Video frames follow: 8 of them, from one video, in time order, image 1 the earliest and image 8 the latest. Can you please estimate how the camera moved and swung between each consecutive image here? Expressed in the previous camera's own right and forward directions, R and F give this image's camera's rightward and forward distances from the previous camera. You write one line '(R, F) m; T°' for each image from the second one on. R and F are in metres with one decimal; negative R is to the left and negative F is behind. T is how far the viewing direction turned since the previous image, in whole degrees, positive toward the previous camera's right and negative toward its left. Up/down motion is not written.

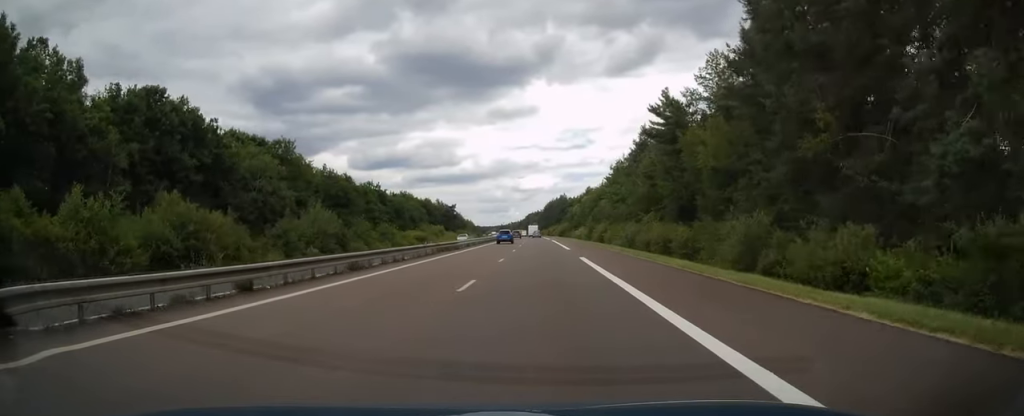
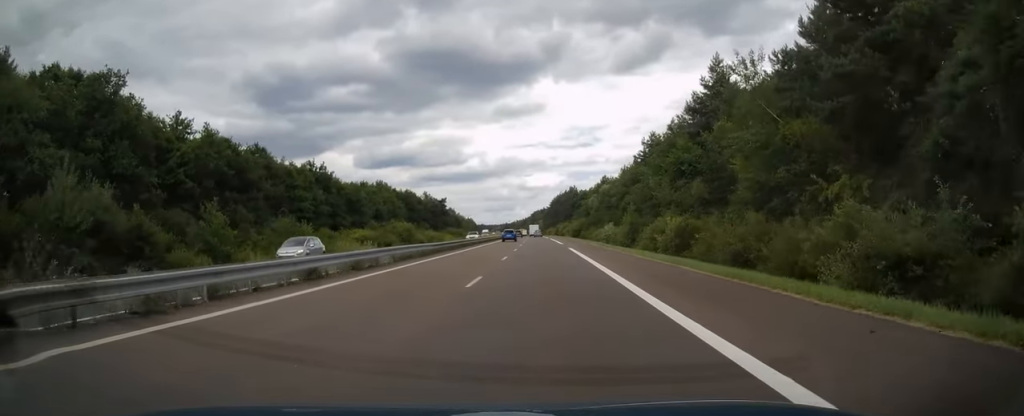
(-0.1, +38.2) m; 0°
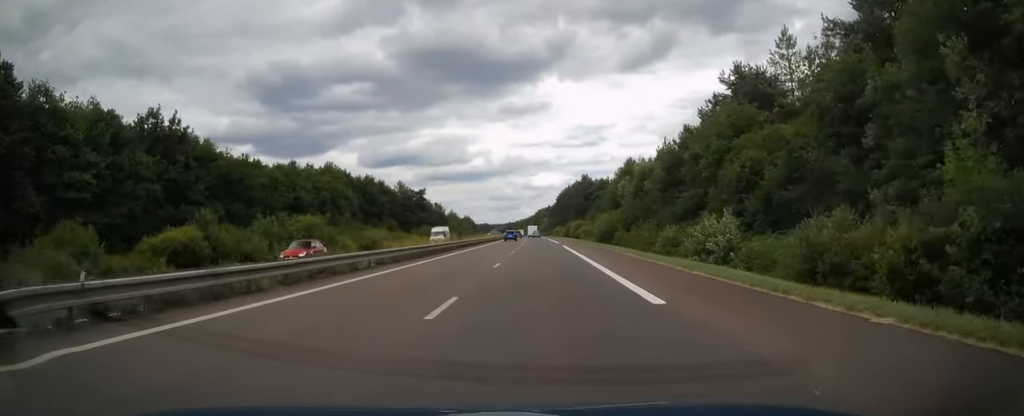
(-0.2, +44.1) m; 0°
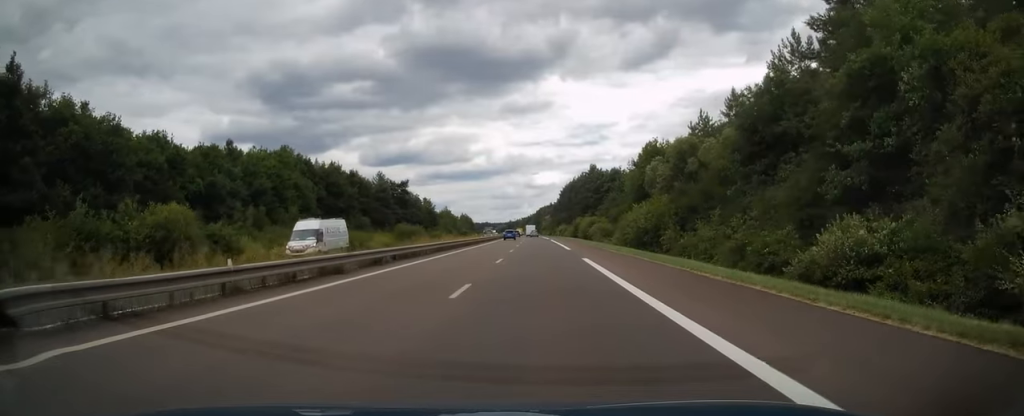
(0.0, +23.0) m; 0°
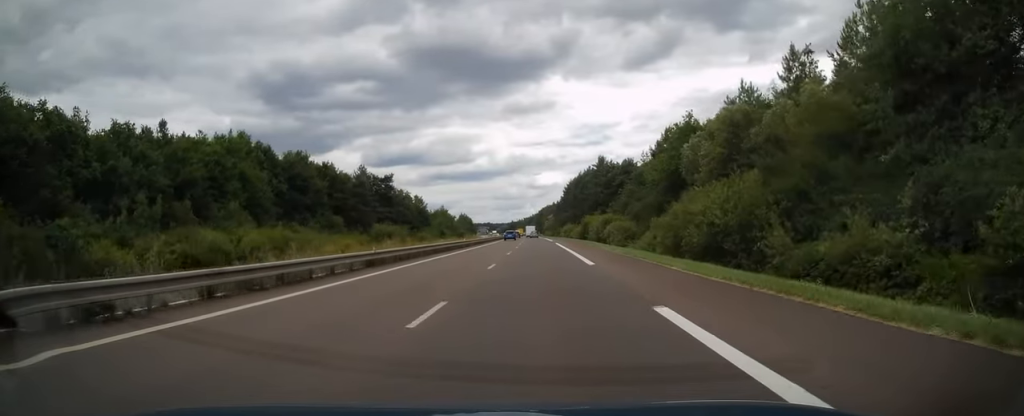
(-0.1, +16.7) m; 0°
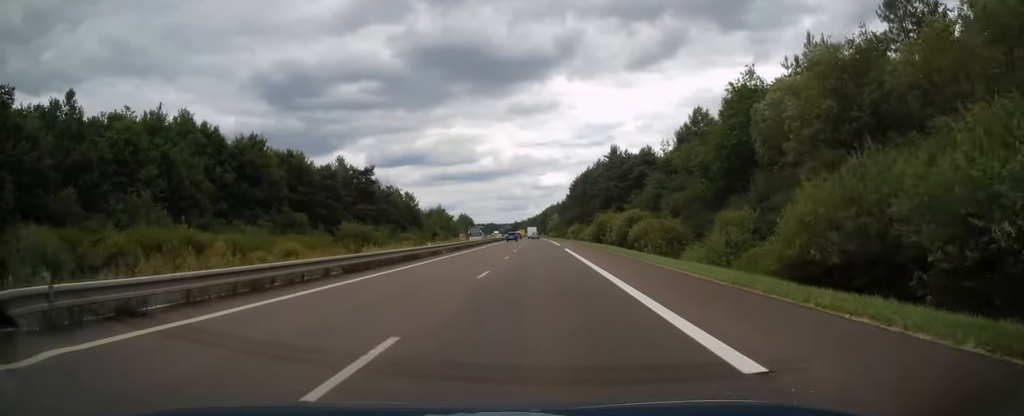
(-0.1, +16.7) m; 0°
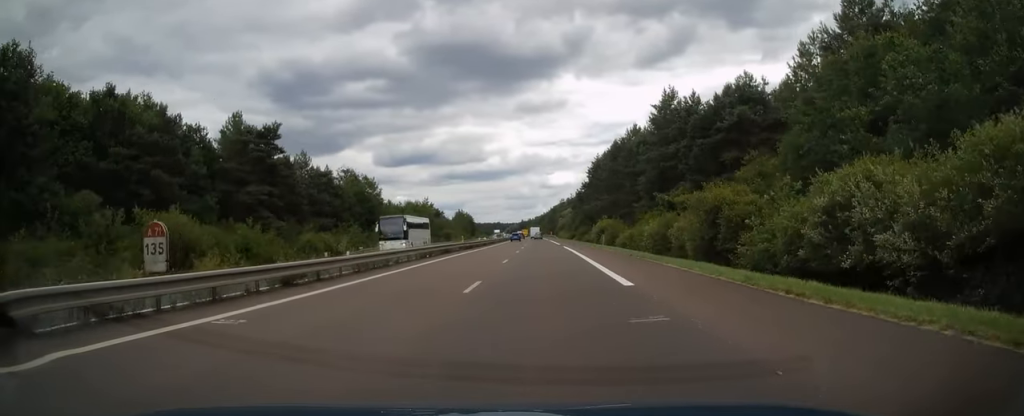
(-0.1, +43.2) m; 0°
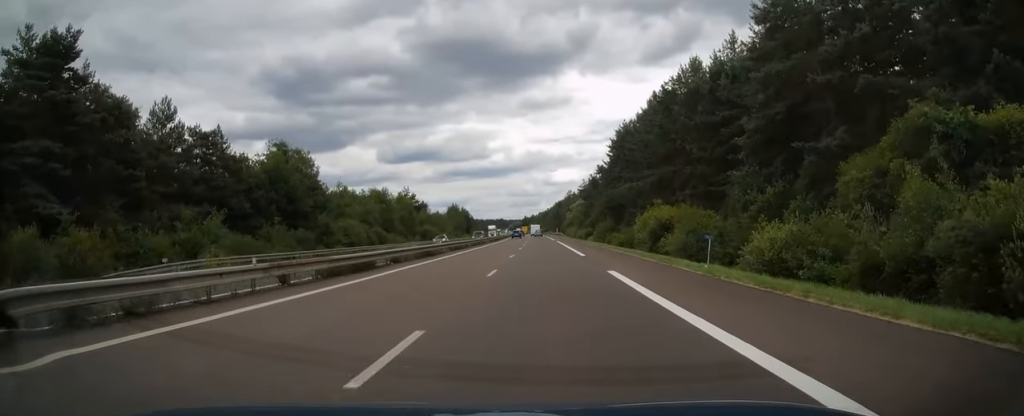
(0.0, +34.4) m; 0°
